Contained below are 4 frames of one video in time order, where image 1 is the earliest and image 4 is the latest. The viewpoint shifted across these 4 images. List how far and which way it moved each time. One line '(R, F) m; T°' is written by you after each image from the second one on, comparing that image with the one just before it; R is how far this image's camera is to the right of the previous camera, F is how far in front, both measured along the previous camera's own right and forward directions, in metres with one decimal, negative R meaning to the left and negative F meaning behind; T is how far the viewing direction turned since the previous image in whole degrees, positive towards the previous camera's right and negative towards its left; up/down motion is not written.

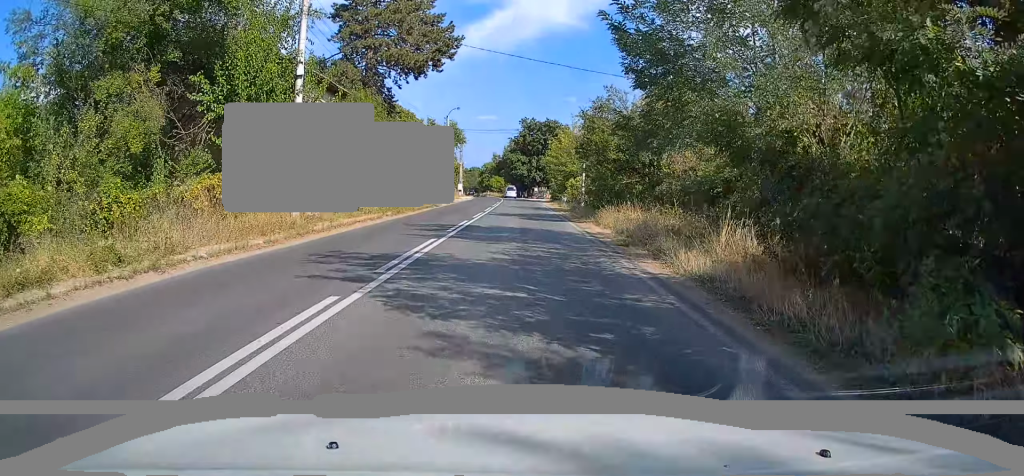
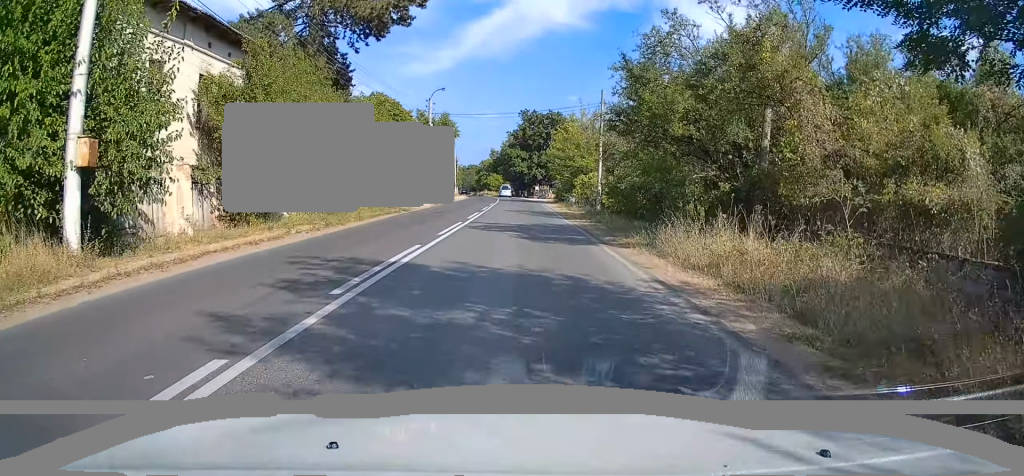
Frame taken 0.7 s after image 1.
(0.0, +10.8) m; 0°
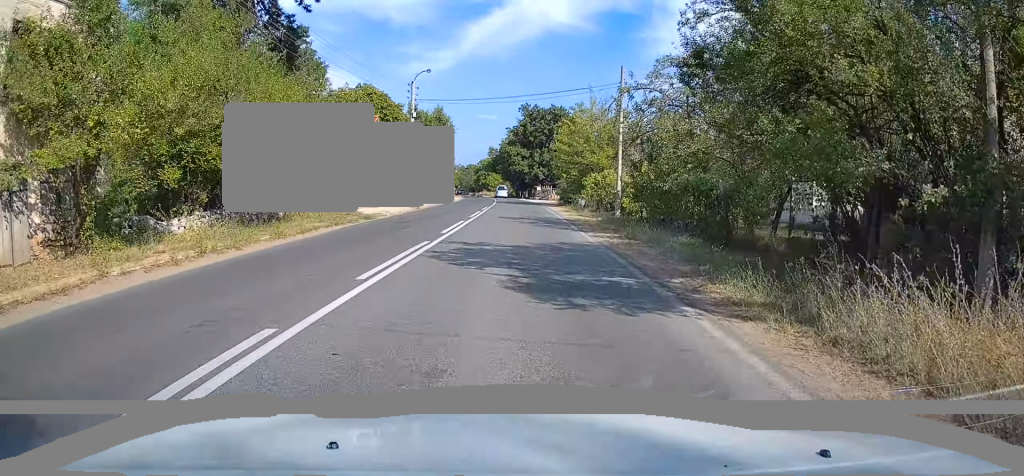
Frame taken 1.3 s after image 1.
(0.0, +7.8) m; 0°
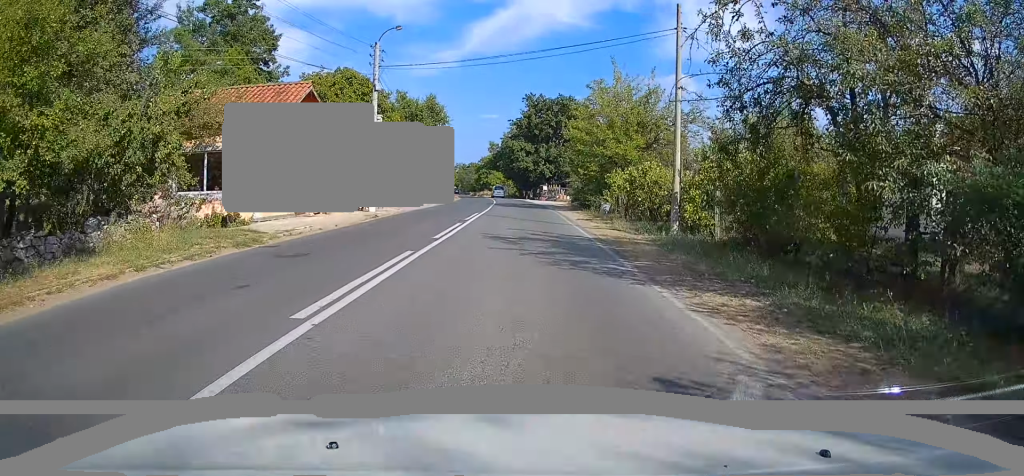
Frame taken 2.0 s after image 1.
(0.0, +11.3) m; 0°
